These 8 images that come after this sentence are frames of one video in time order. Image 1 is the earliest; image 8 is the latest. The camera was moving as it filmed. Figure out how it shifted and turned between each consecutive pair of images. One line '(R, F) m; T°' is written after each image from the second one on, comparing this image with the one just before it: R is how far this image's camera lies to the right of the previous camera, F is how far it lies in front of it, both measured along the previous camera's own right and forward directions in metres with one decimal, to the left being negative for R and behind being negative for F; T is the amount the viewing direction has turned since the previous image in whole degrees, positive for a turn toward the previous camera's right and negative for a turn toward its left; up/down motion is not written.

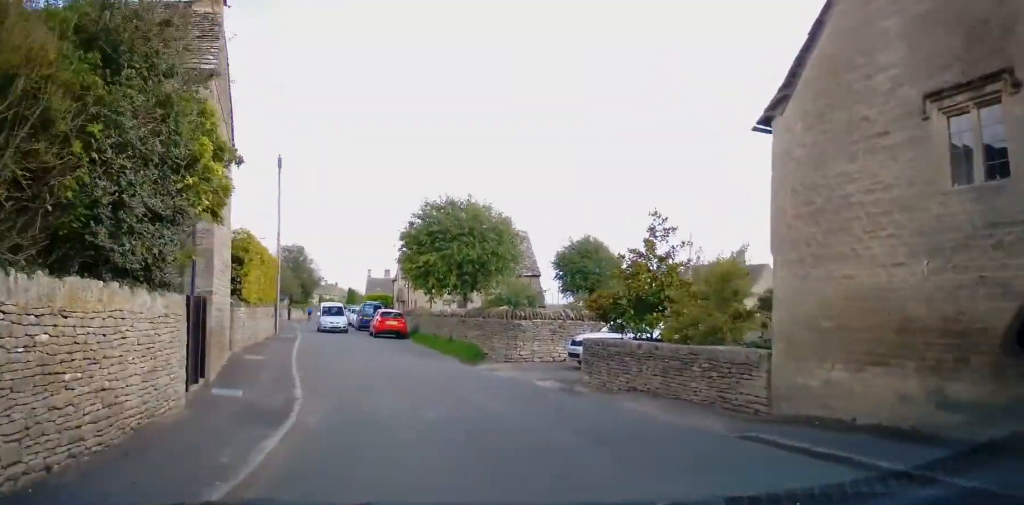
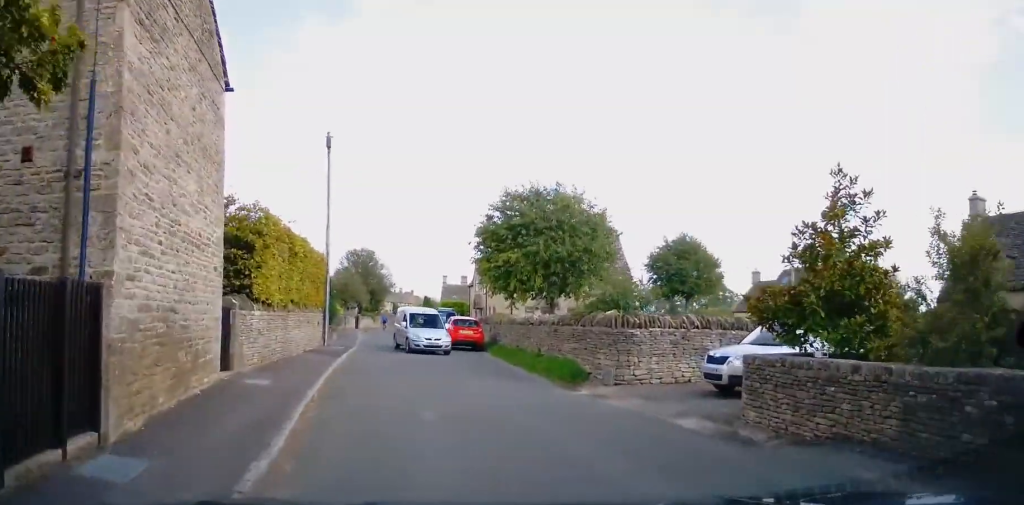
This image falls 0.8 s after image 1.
(-0.3, +5.5) m; -4°
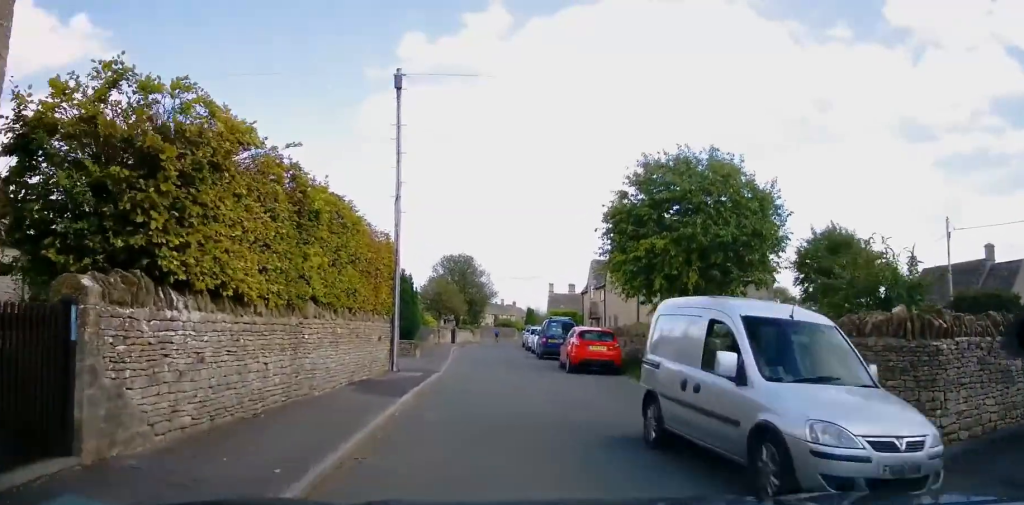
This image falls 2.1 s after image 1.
(-0.6, +8.5) m; -8°
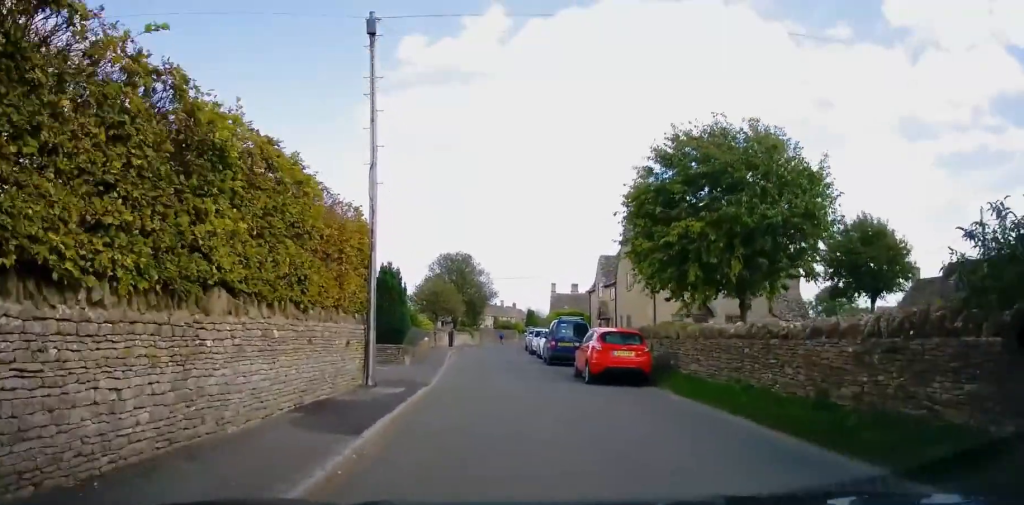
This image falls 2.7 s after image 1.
(-0.2, +3.6) m; -3°
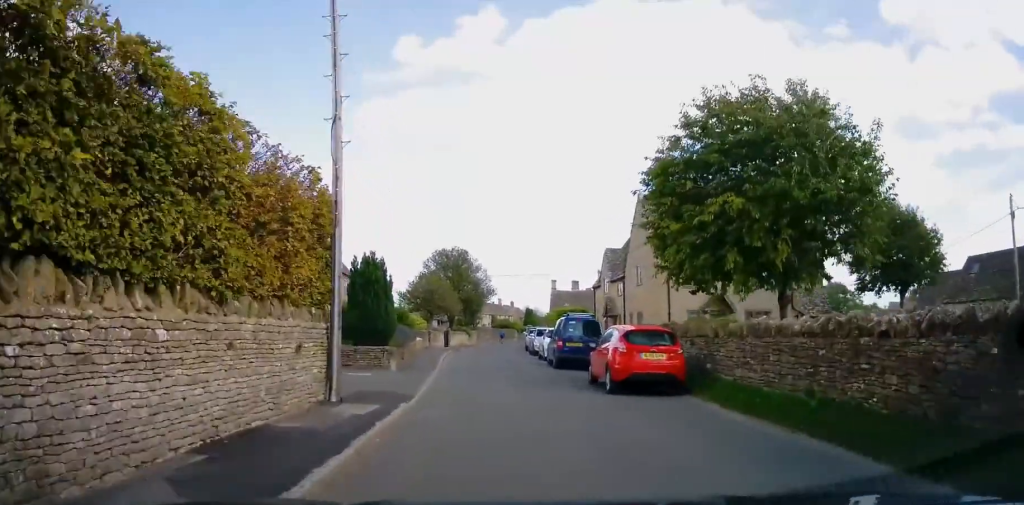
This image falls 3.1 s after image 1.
(0.0, +3.0) m; -1°
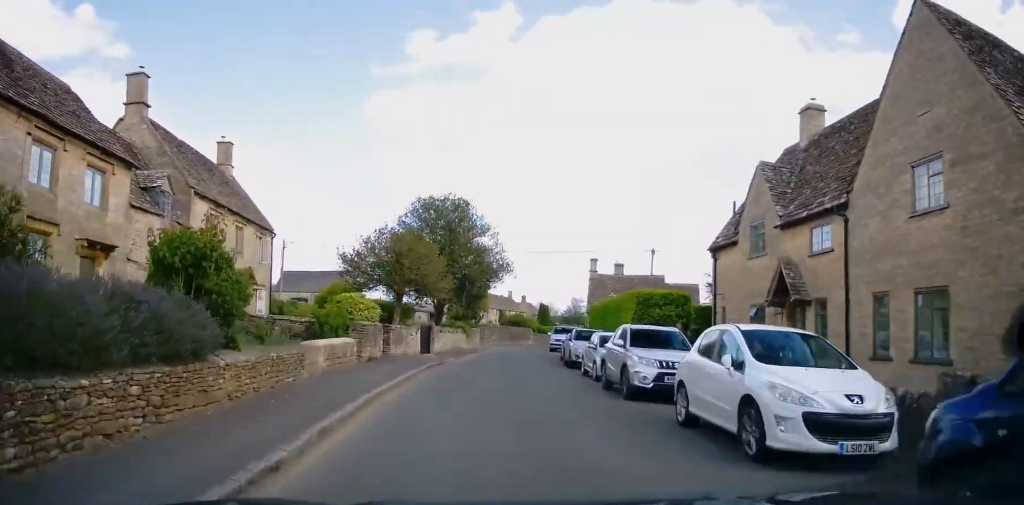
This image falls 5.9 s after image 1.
(-0.9, +21.0) m; -1°
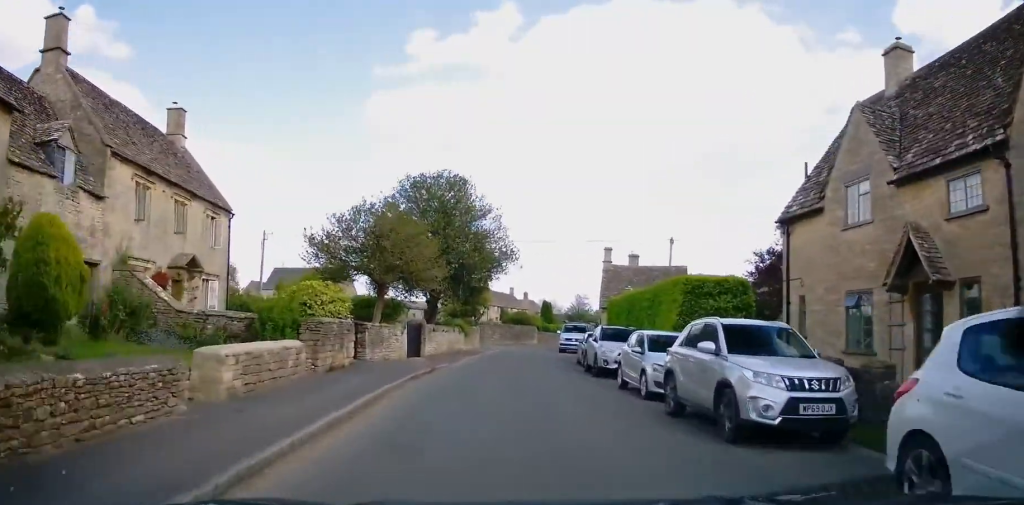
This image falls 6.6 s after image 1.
(+0.1, +5.3) m; +1°
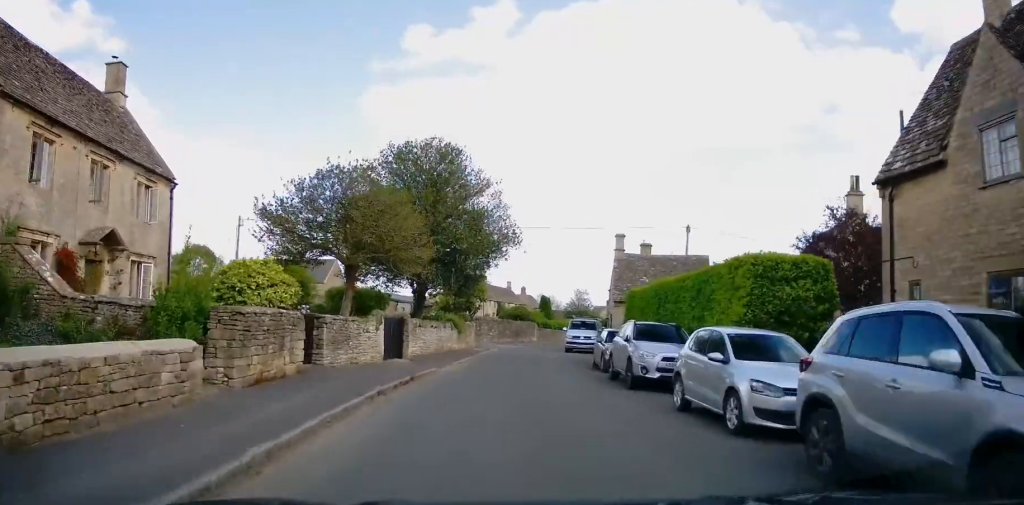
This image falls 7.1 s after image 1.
(-0.1, +4.7) m; 0°
